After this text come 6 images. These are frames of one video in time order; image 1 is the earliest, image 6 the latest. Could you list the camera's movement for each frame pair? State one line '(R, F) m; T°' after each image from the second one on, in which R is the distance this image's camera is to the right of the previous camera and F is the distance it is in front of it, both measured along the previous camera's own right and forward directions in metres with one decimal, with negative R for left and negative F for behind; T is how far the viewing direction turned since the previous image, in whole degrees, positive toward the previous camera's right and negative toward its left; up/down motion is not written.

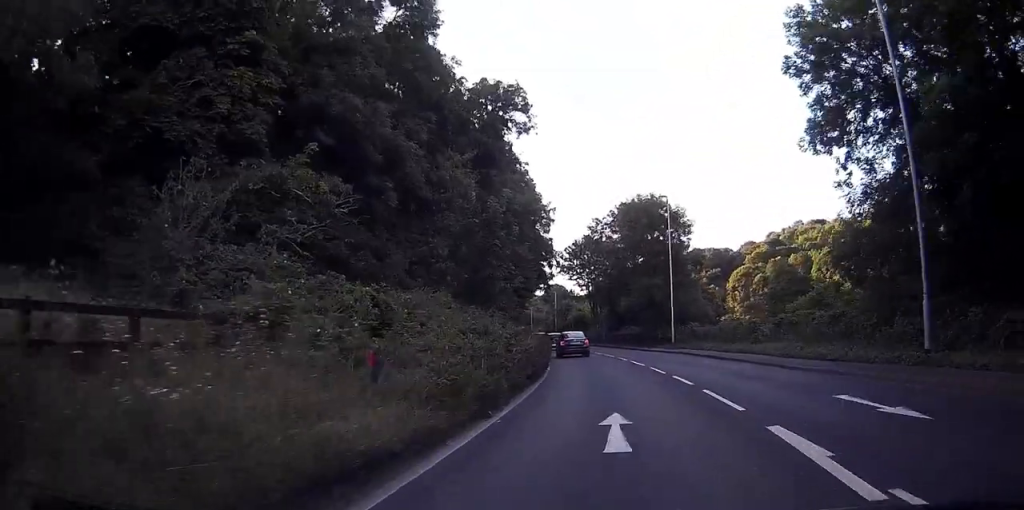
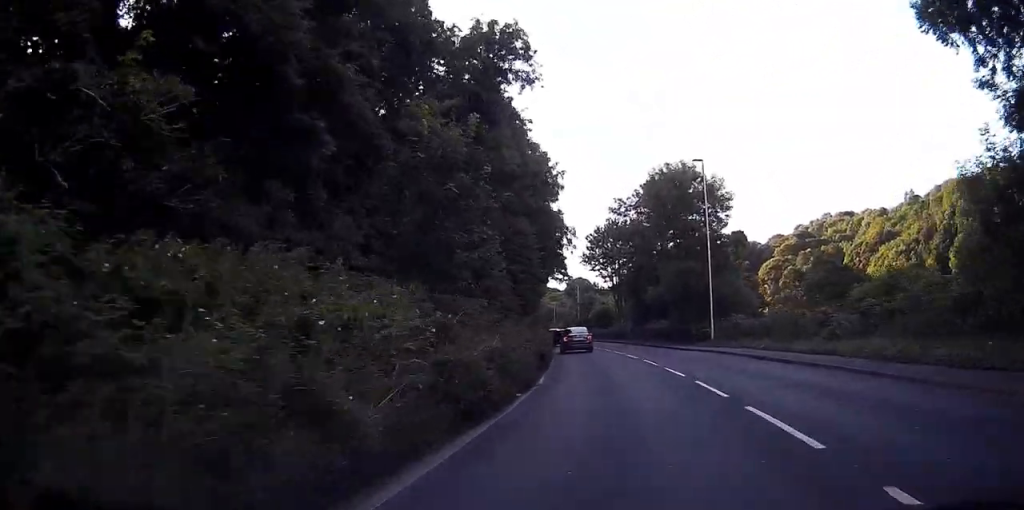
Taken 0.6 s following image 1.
(-0.3, +10.3) m; -1°
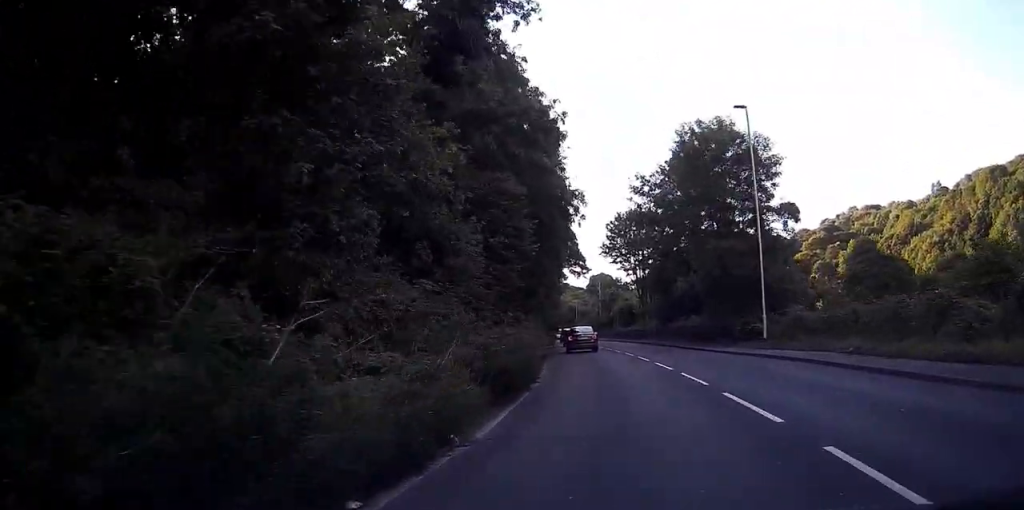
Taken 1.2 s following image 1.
(-0.1, +10.1) m; -1°
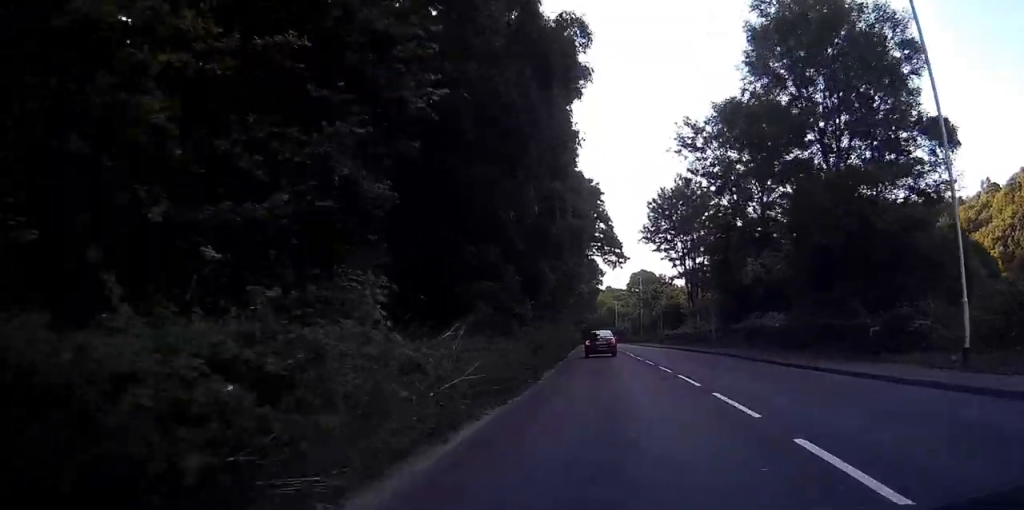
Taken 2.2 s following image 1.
(-0.2, +17.2) m; -2°
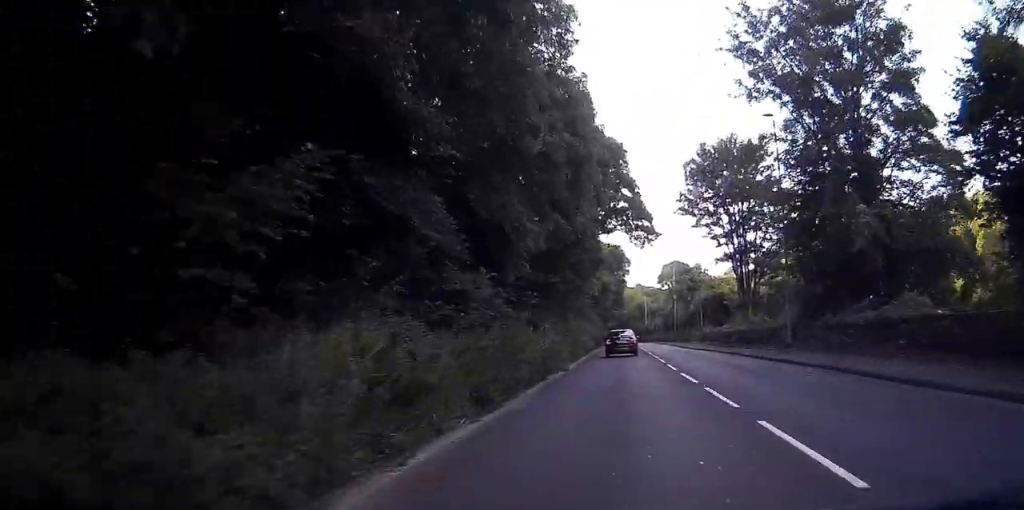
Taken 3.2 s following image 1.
(-0.4, +16.0) m; -2°
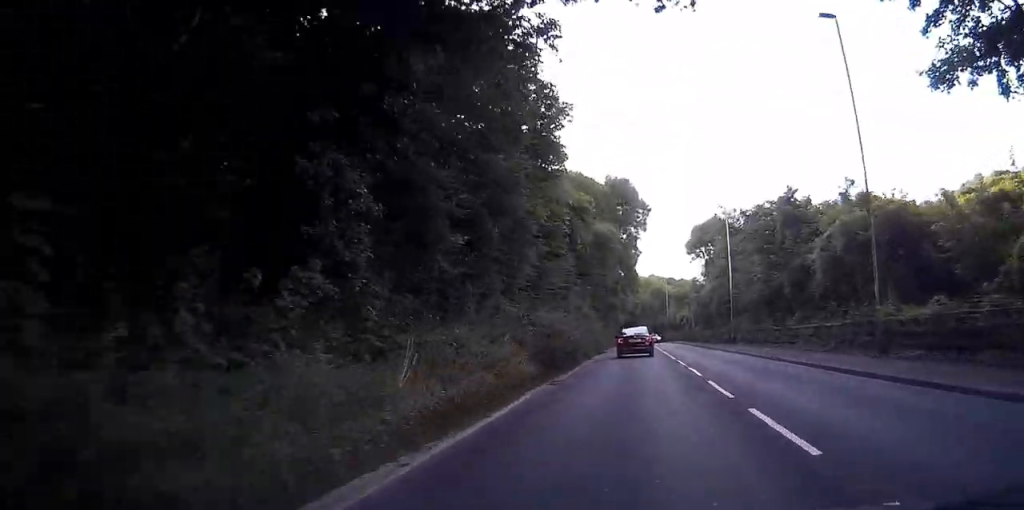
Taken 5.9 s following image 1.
(-1.0, +45.4) m; -2°
